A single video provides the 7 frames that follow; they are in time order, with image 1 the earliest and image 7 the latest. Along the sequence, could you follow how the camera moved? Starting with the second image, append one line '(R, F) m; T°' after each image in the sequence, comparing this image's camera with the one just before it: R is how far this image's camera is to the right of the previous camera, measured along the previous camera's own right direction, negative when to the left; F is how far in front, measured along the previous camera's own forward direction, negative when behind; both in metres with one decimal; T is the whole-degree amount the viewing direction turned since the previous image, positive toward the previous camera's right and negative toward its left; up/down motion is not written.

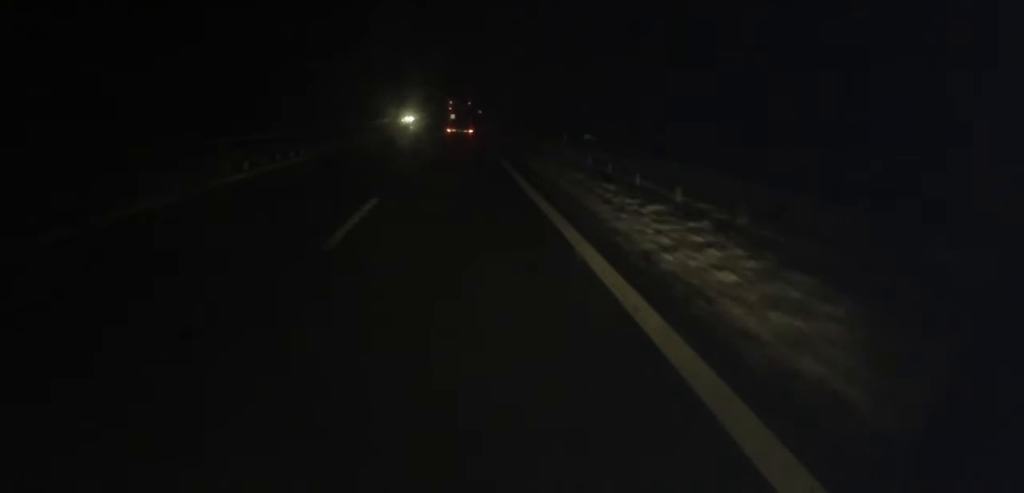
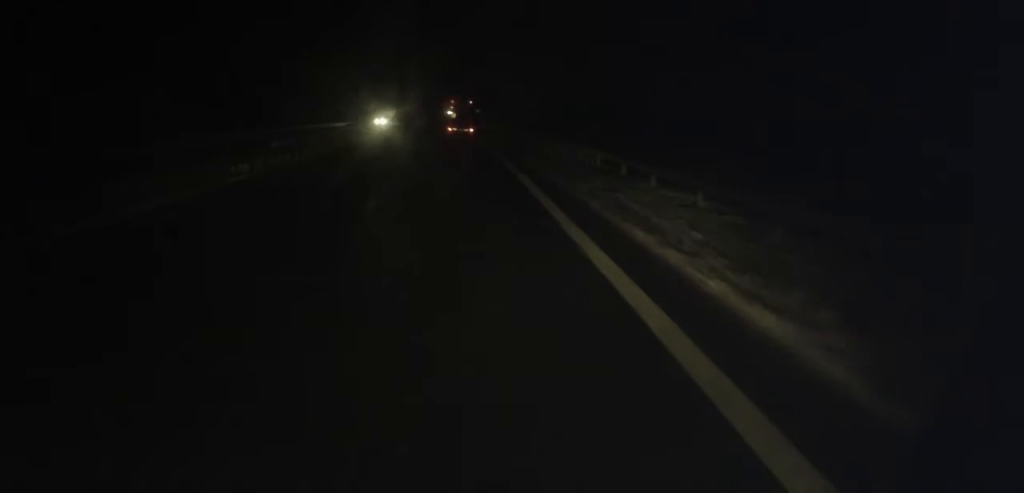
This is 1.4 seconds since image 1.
(+0.3, +33.8) m; 0°
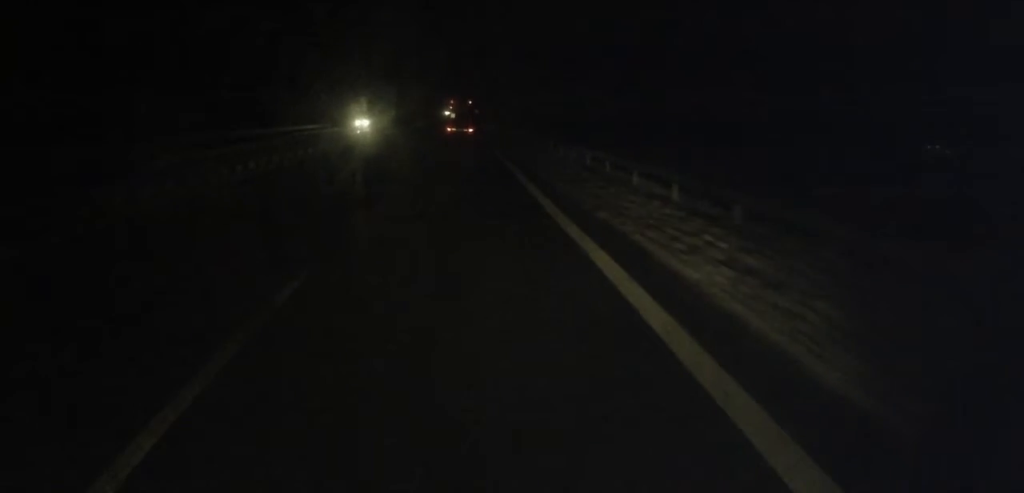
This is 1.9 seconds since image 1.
(-0.2, +10.2) m; 0°
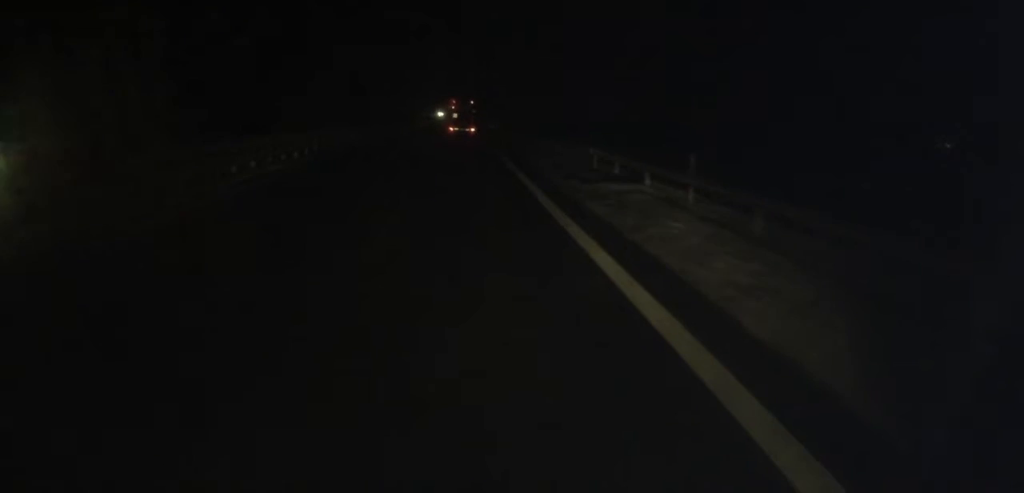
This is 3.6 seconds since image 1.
(+0.1, +41.6) m; 0°
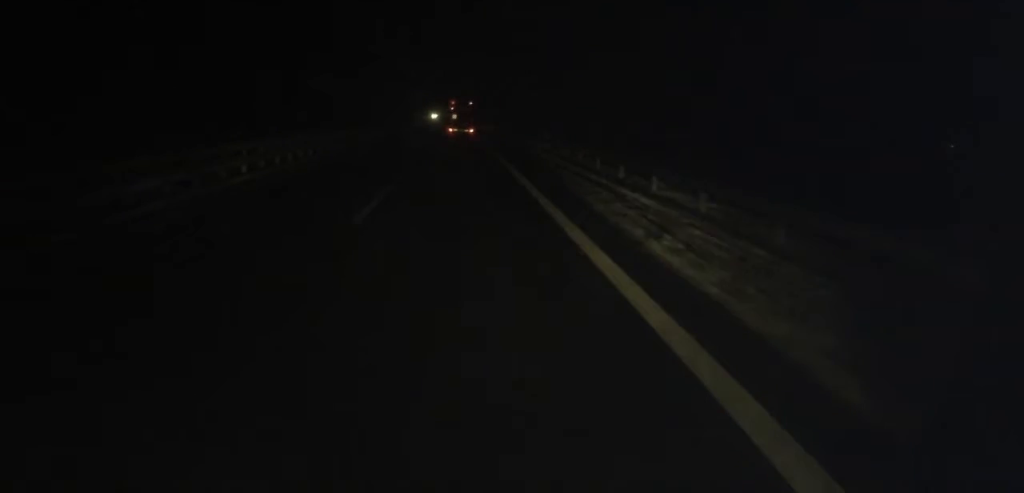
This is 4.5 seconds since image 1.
(-0.2, +21.2) m; 0°
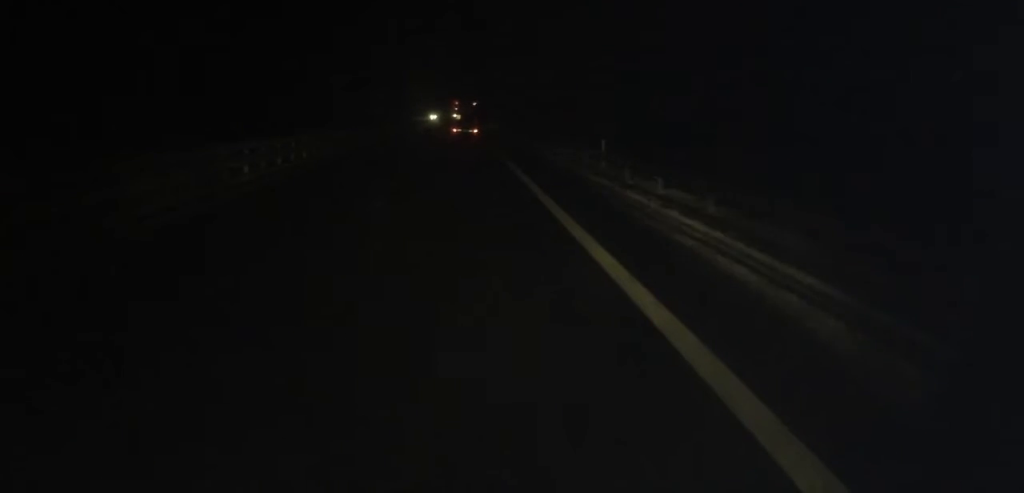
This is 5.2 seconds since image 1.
(+0.4, +16.5) m; 0°
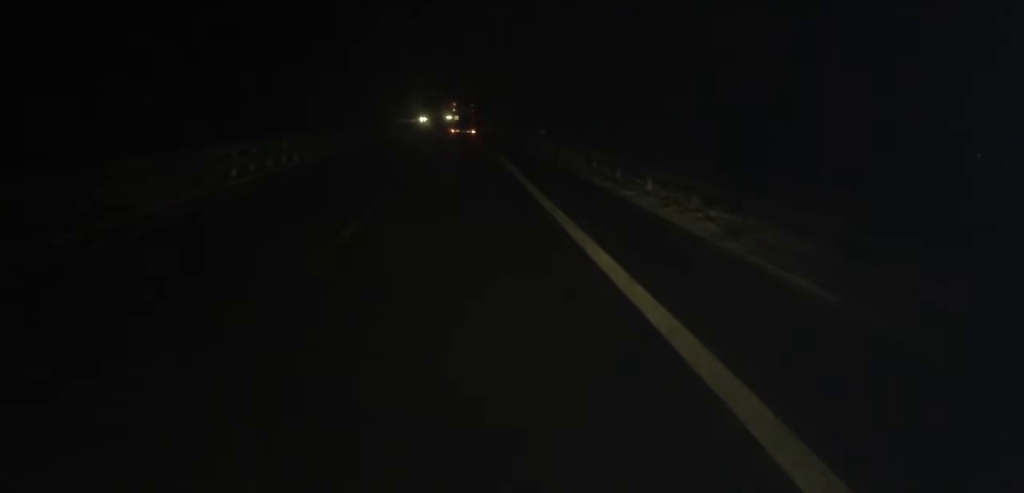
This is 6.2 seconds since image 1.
(-0.5, +23.6) m; 0°
